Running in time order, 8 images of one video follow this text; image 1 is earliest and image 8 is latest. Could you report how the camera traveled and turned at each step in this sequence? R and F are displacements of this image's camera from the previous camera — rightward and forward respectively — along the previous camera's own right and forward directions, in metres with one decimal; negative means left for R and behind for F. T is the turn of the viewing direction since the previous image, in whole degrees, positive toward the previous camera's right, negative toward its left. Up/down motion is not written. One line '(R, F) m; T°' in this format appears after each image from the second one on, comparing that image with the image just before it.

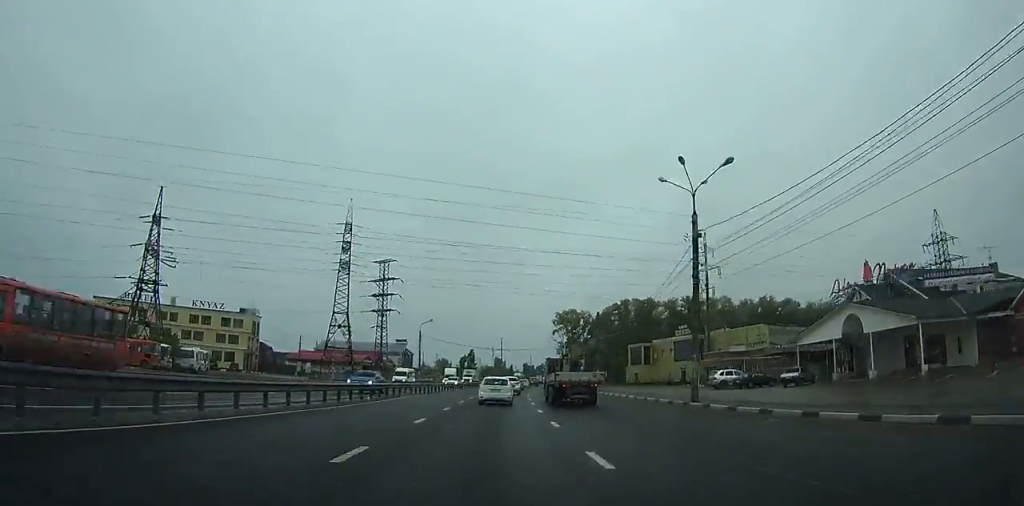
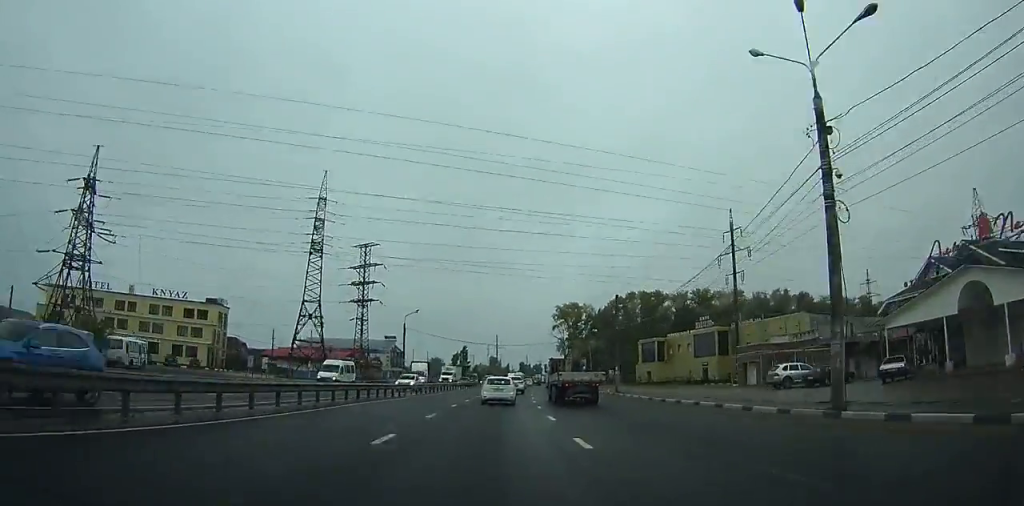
(+0.1, +12.5) m; +1°
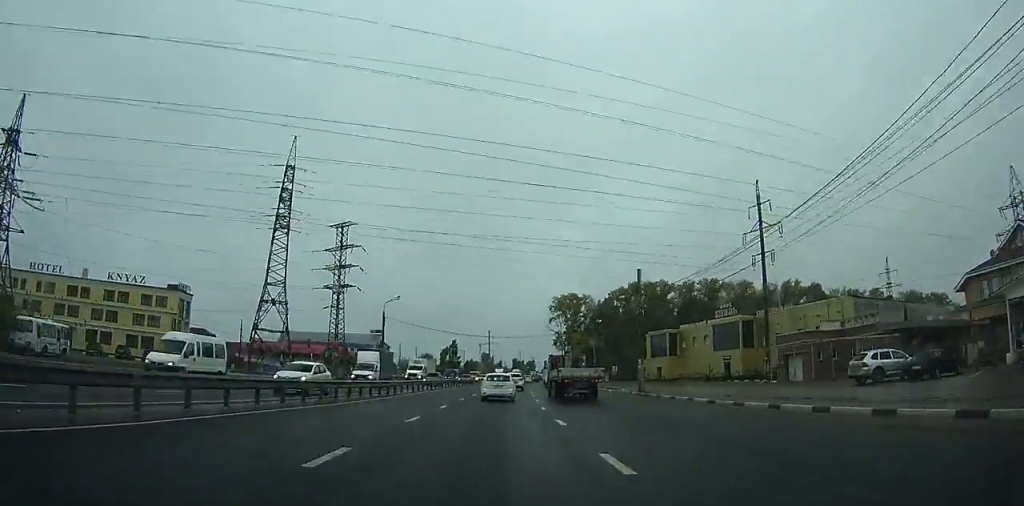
(0.0, +10.9) m; +1°
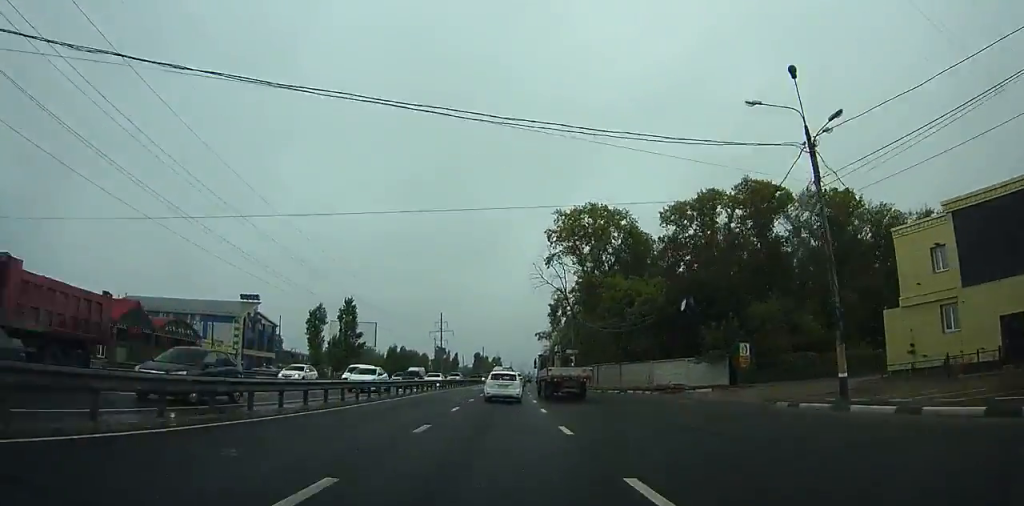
(+3.3, +71.1) m; +5°
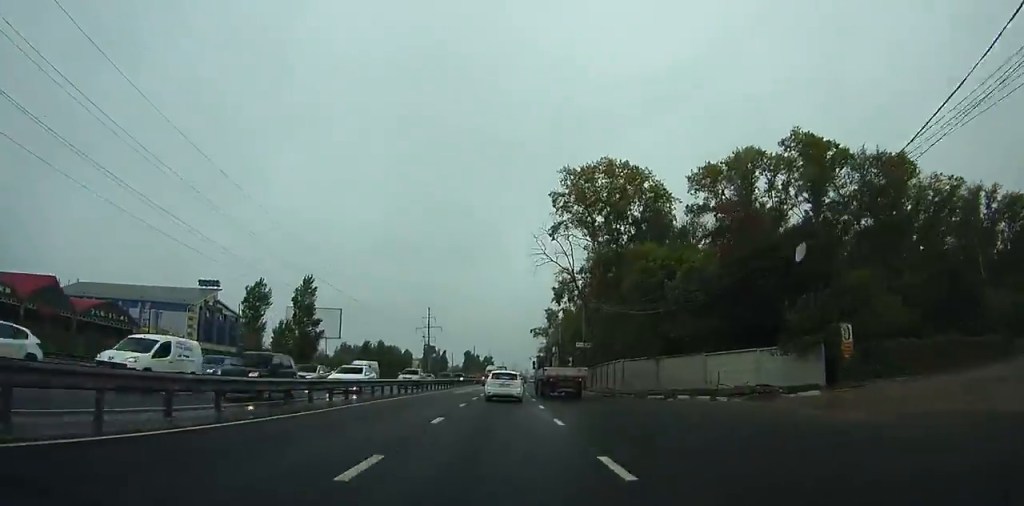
(0.0, +14.5) m; 0°
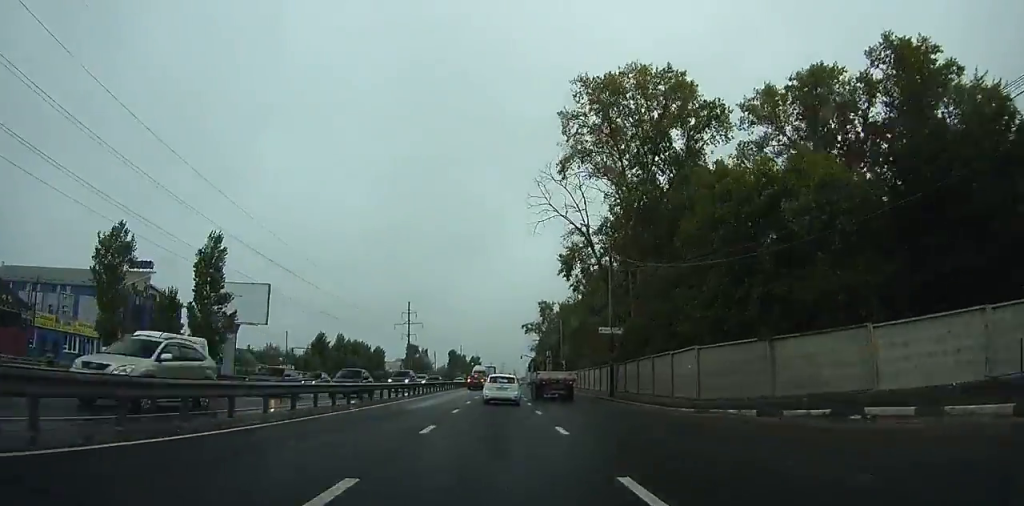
(0.0, +18.7) m; 0°
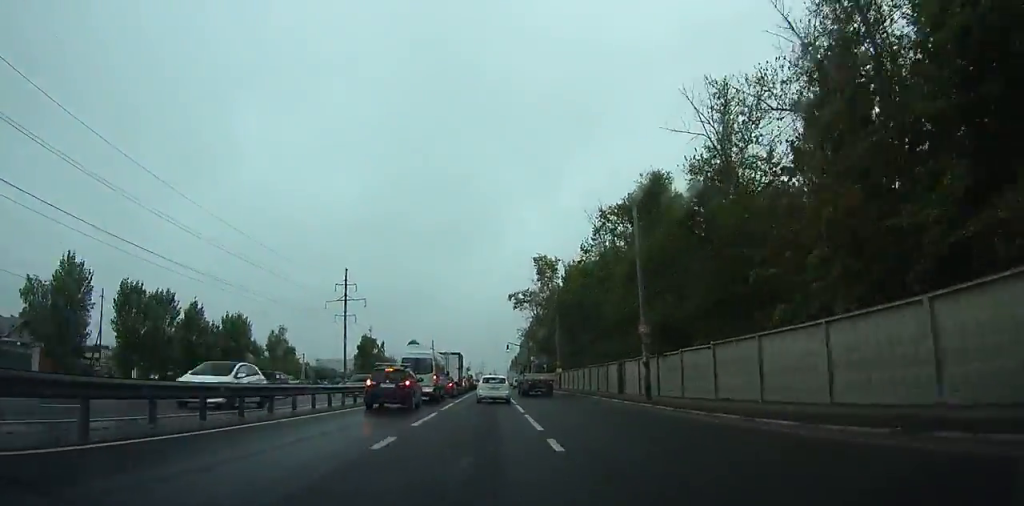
(+1.4, +52.9) m; +3°
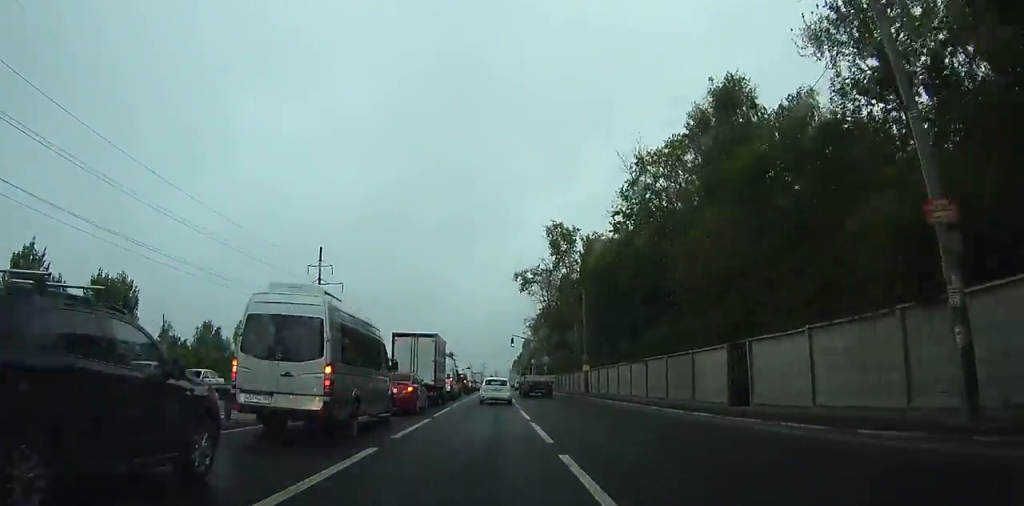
(+0.1, +19.5) m; 0°
